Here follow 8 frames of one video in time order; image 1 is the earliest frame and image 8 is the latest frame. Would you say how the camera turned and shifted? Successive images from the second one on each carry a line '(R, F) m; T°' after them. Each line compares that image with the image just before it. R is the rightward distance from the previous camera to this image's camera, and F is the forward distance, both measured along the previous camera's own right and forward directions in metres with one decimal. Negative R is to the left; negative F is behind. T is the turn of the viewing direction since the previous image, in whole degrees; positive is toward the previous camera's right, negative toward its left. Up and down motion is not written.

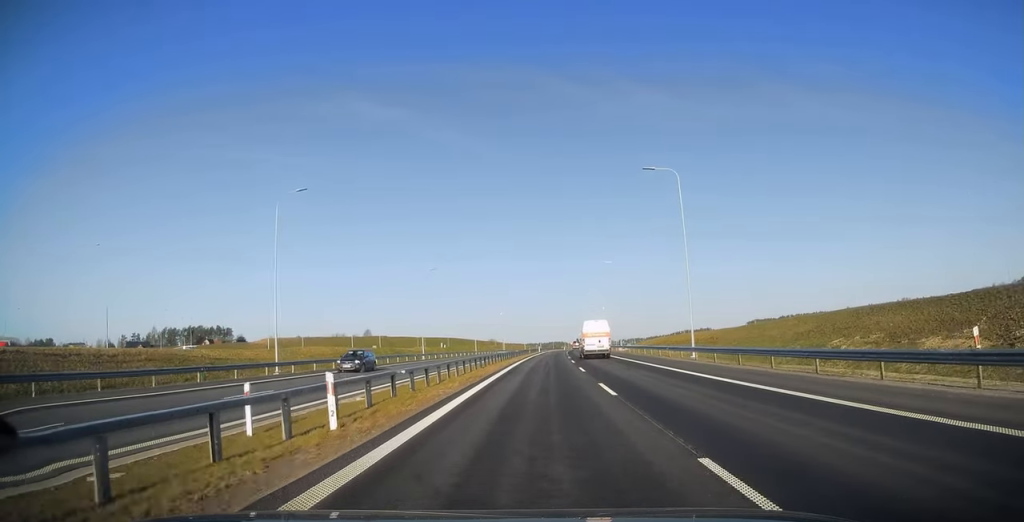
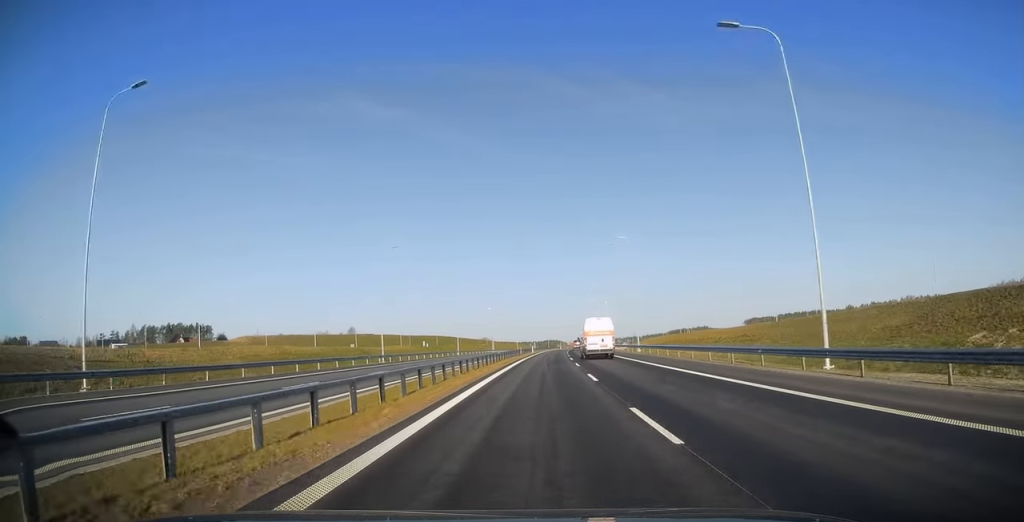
(+0.1, +18.9) m; +1°
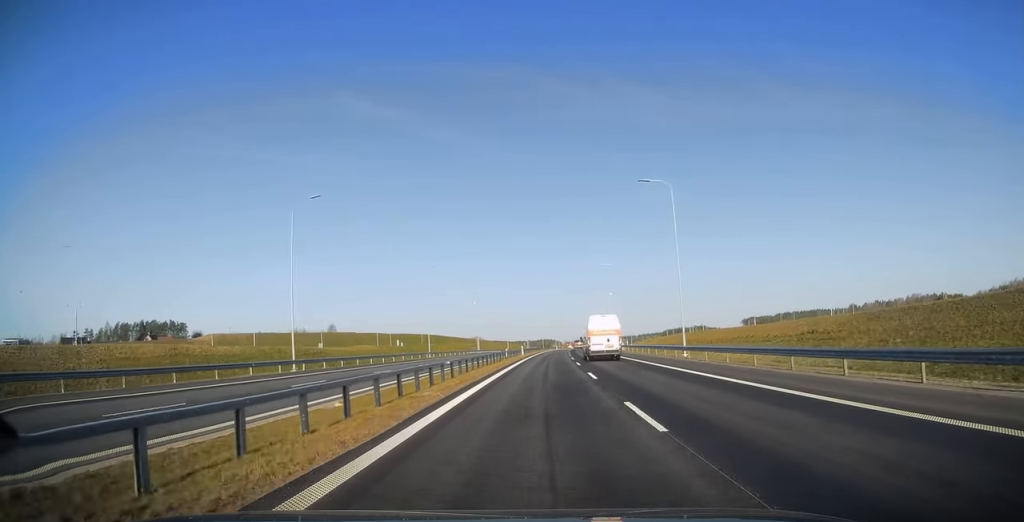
(+0.2, +22.9) m; +1°
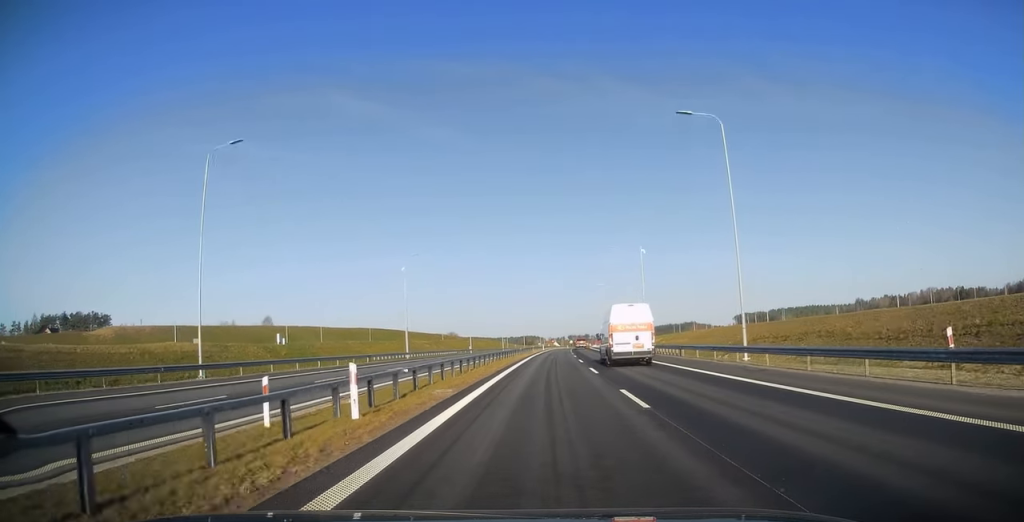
(+0.7, +57.2) m; +1°
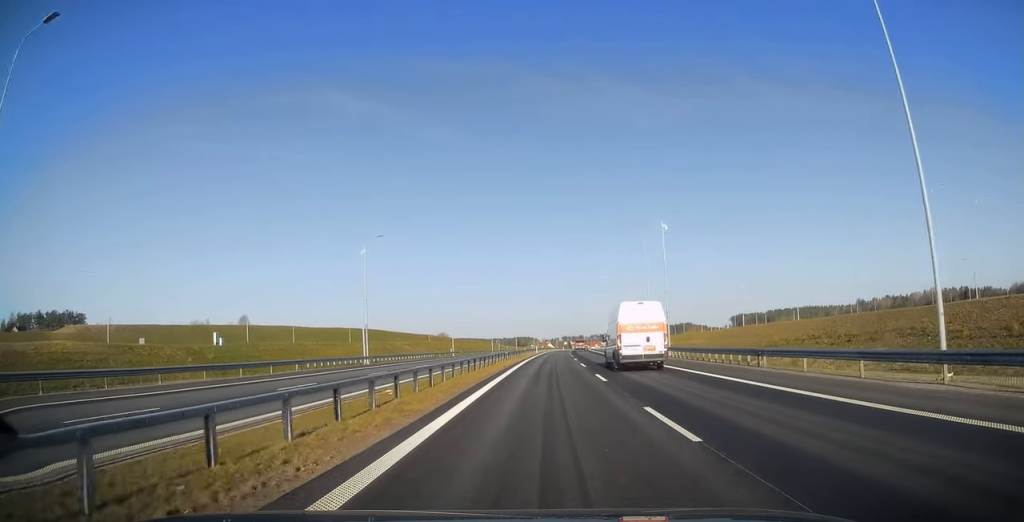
(+0.1, +15.7) m; 0°
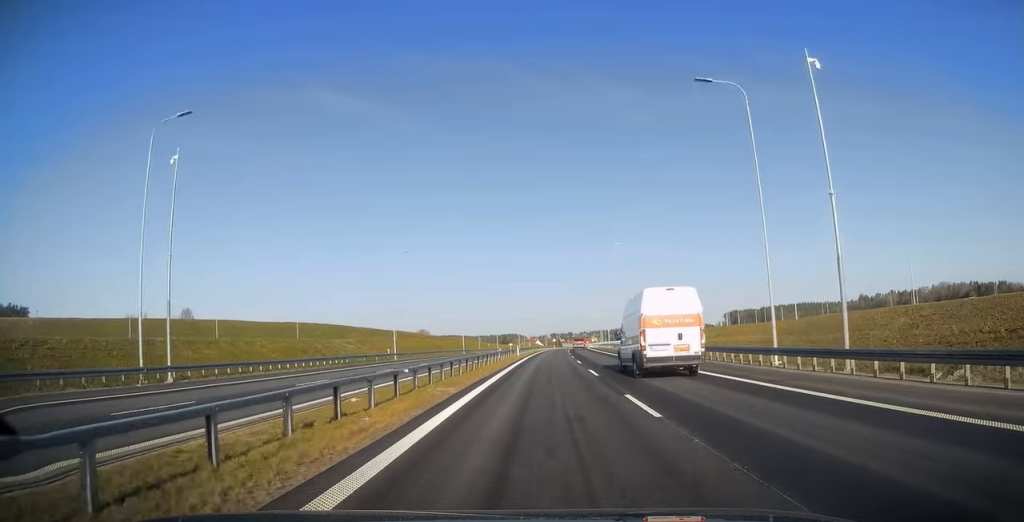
(+0.1, +33.7) m; +1°
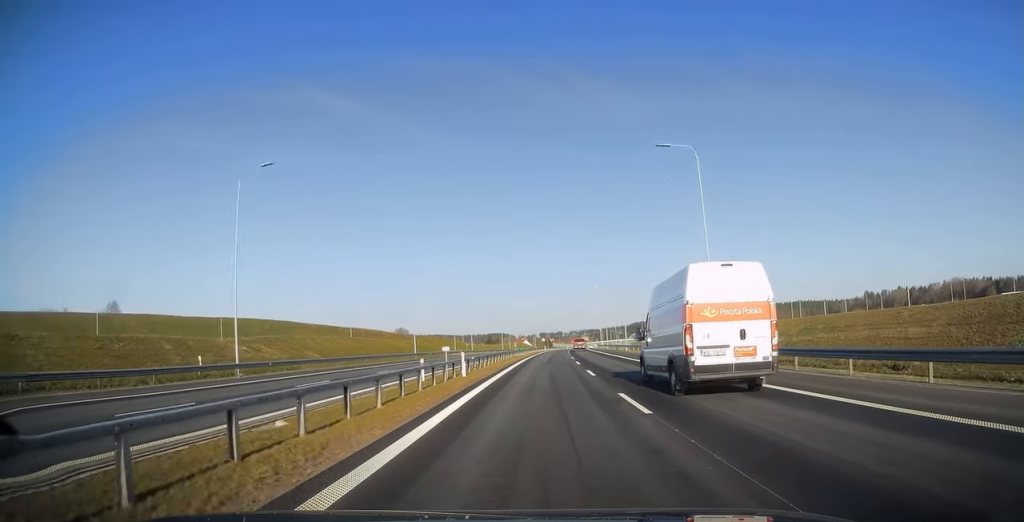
(+0.5, +35.4) m; +2°
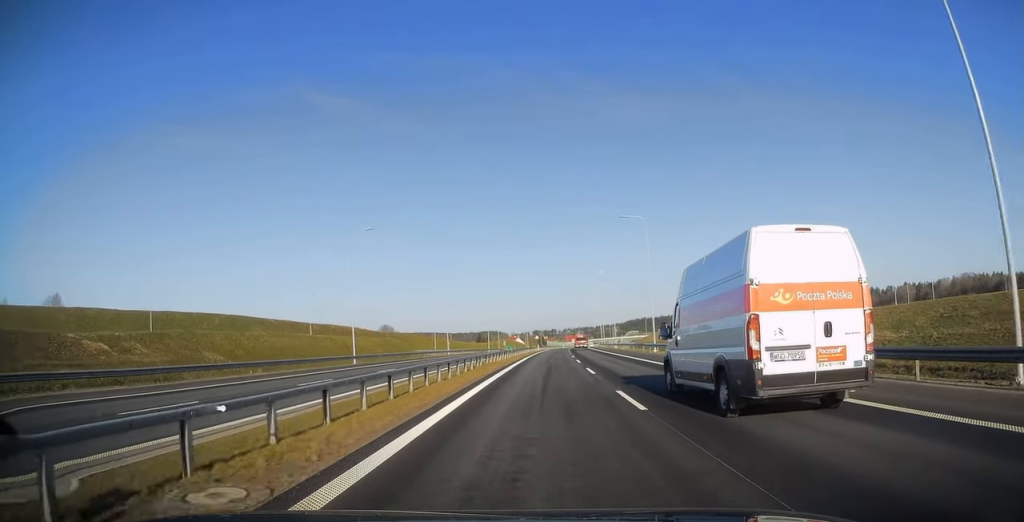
(+0.3, +23.6) m; +1°
